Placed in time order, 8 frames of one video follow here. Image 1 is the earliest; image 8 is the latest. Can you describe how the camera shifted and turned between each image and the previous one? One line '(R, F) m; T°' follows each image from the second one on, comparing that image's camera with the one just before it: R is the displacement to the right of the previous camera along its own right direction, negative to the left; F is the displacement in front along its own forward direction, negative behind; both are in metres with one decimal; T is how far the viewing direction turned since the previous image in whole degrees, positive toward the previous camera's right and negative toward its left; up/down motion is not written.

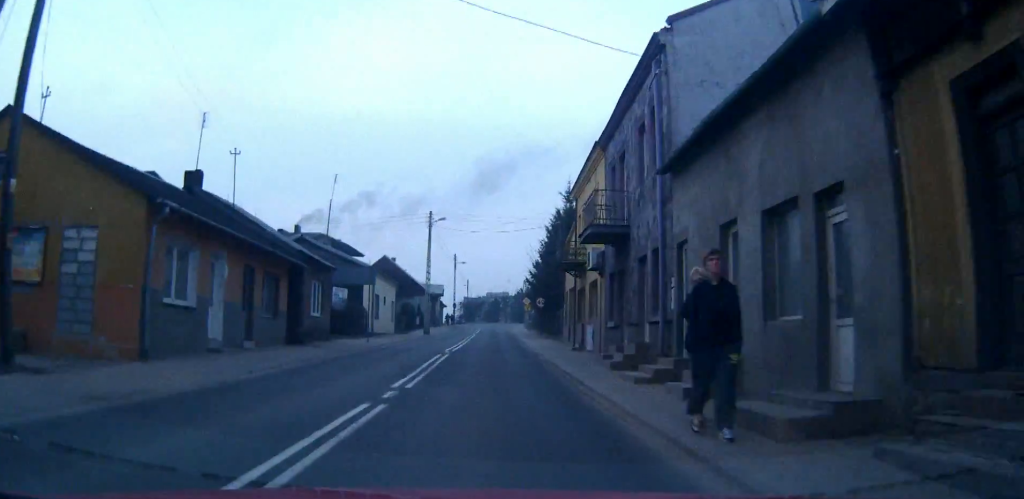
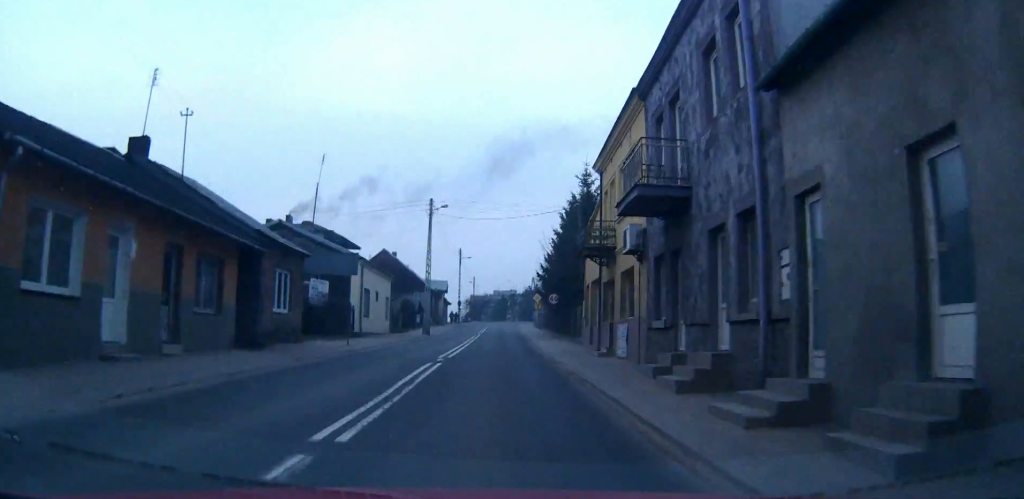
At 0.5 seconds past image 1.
(-0.1, +6.0) m; -1°
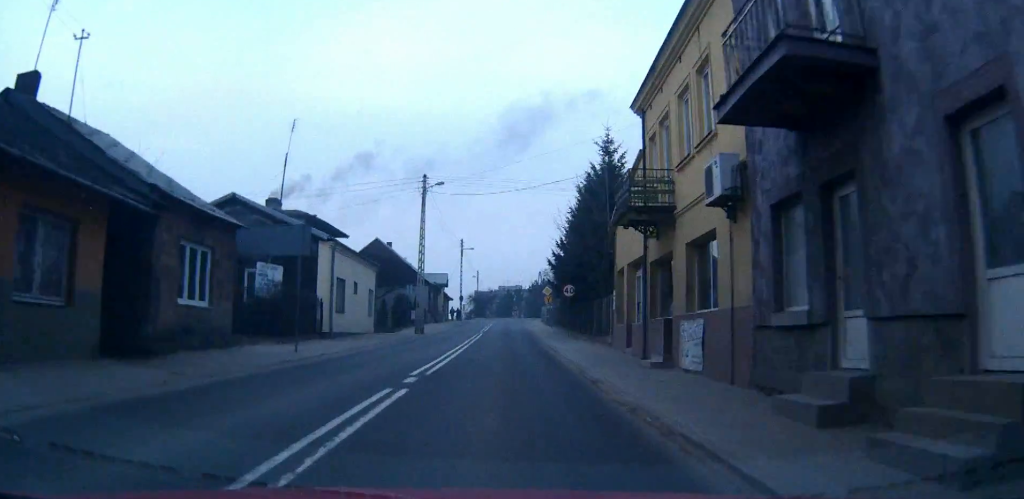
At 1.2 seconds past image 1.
(-0.1, +7.9) m; -1°
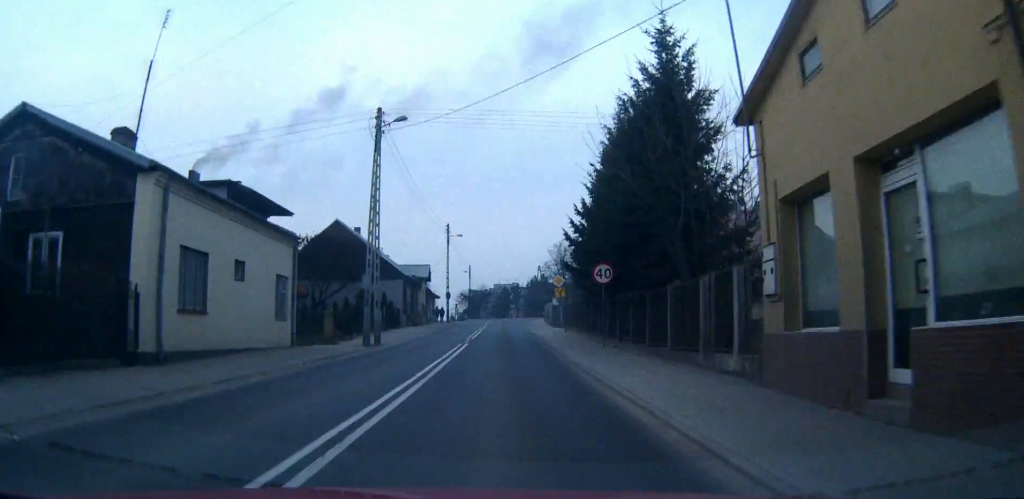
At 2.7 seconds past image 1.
(-0.1, +16.1) m; -1°
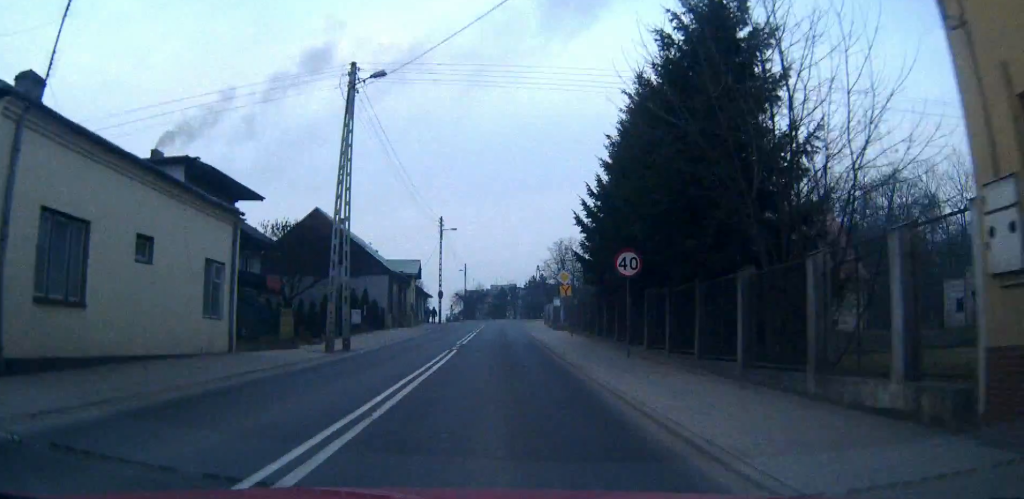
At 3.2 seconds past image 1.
(0.0, +5.9) m; +1°
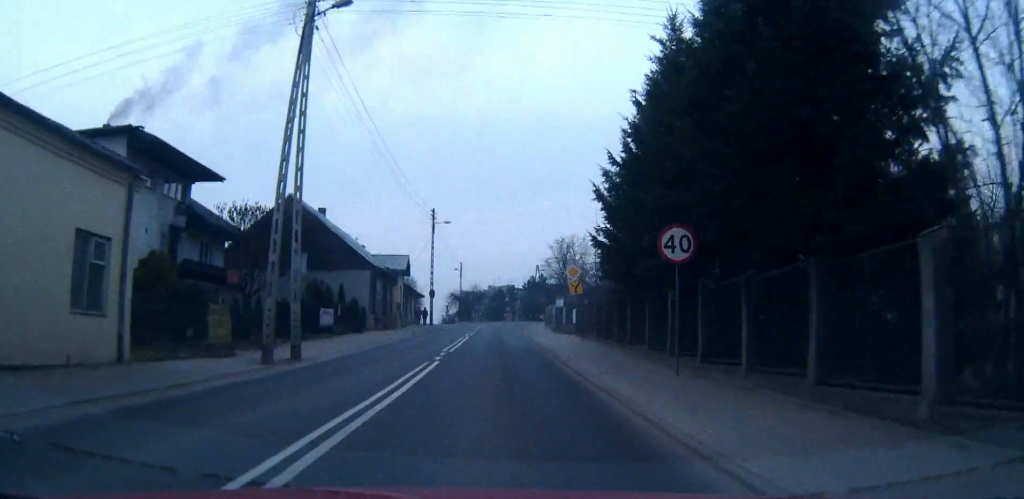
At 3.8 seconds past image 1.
(-0.1, +6.3) m; +1°
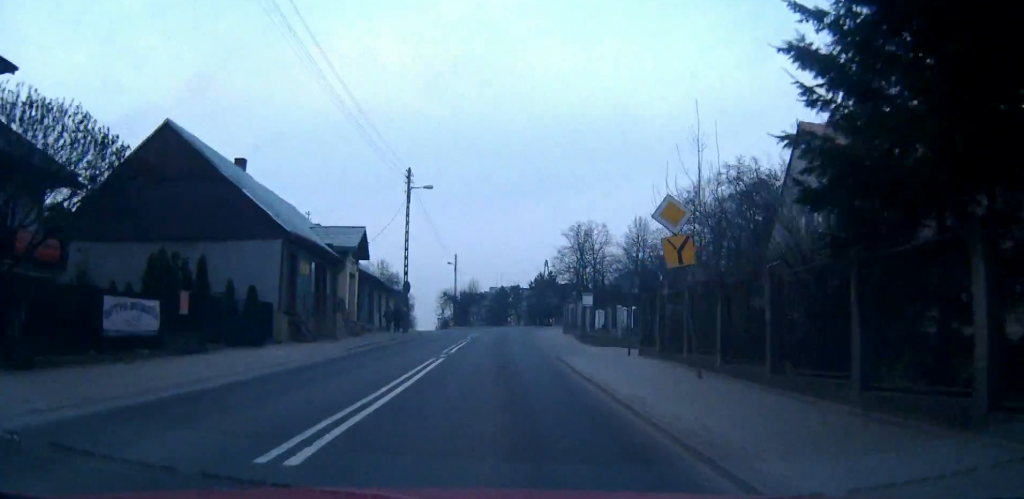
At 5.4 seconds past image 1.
(+0.1, +18.5) m; 0°
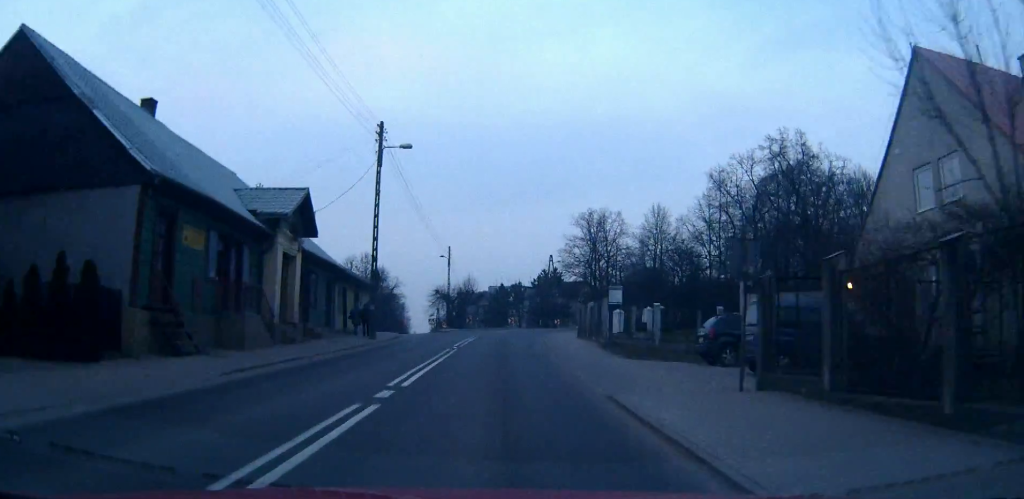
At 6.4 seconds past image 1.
(0.0, +10.8) m; 0°
